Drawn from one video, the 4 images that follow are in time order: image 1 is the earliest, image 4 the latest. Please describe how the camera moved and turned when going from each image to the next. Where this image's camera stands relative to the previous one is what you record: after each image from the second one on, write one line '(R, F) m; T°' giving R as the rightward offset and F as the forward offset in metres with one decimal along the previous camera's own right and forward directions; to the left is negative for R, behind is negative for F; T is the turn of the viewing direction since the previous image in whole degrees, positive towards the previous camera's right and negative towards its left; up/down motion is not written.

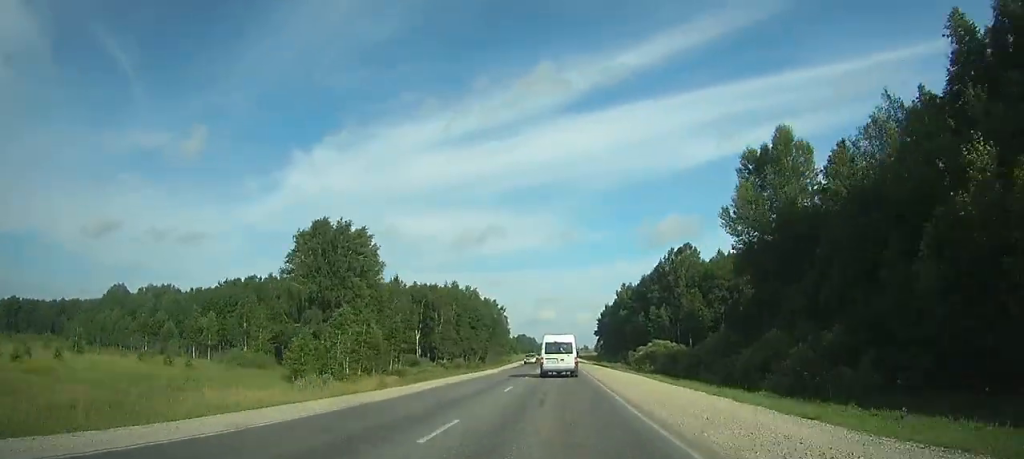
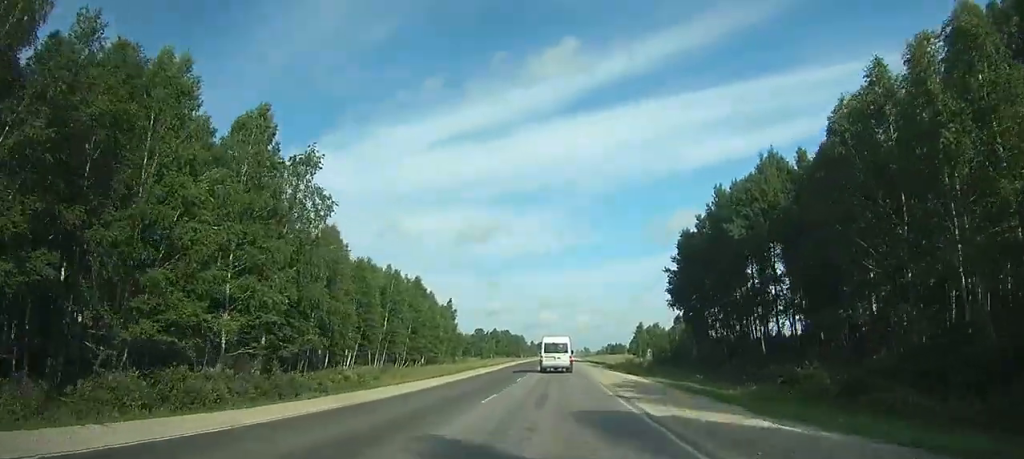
(+0.6, +161.5) m; 0°
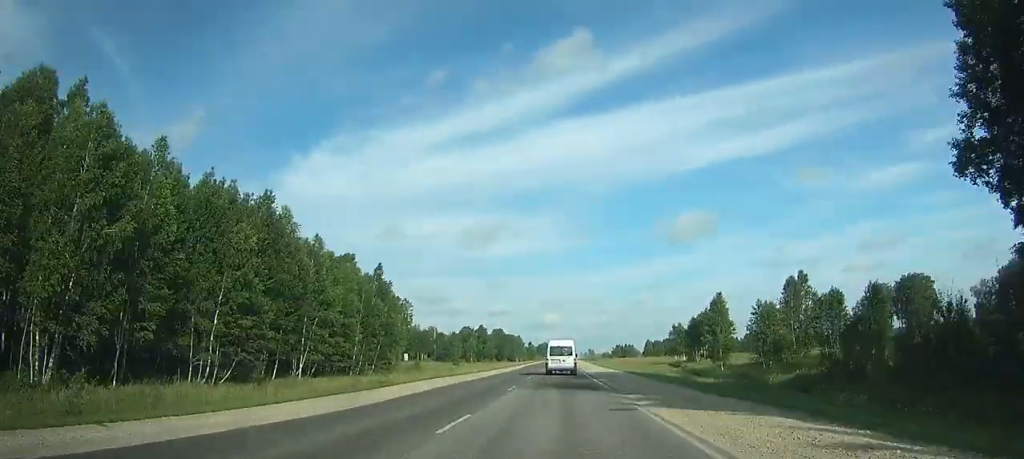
(-0.8, +68.1) m; 0°
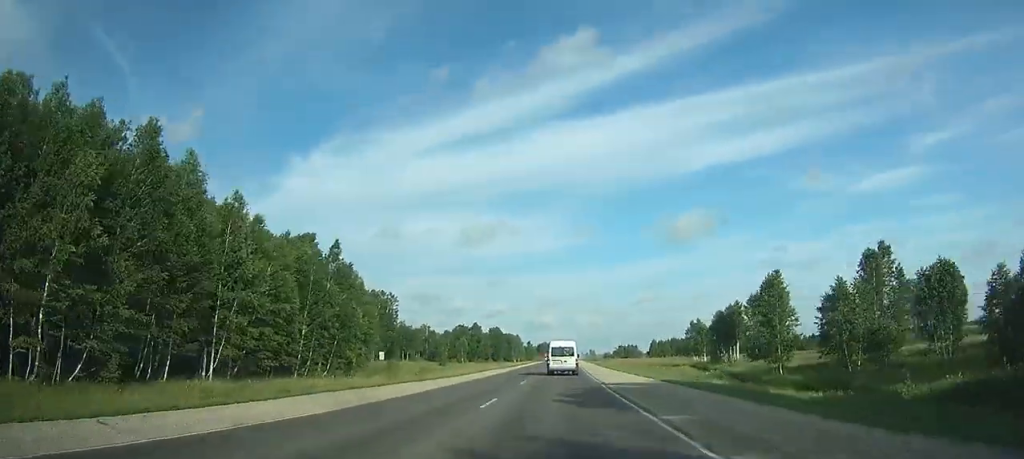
(+0.1, +19.2) m; 0°
